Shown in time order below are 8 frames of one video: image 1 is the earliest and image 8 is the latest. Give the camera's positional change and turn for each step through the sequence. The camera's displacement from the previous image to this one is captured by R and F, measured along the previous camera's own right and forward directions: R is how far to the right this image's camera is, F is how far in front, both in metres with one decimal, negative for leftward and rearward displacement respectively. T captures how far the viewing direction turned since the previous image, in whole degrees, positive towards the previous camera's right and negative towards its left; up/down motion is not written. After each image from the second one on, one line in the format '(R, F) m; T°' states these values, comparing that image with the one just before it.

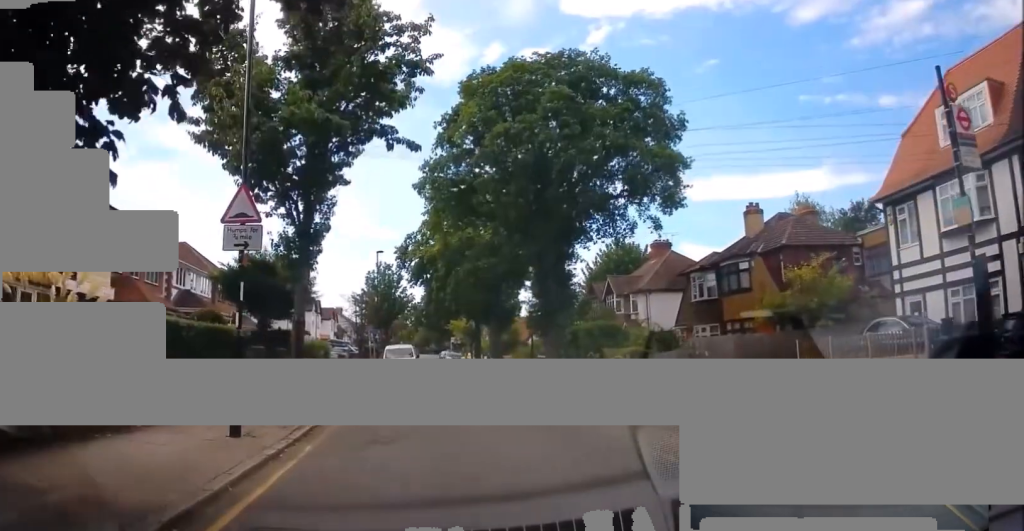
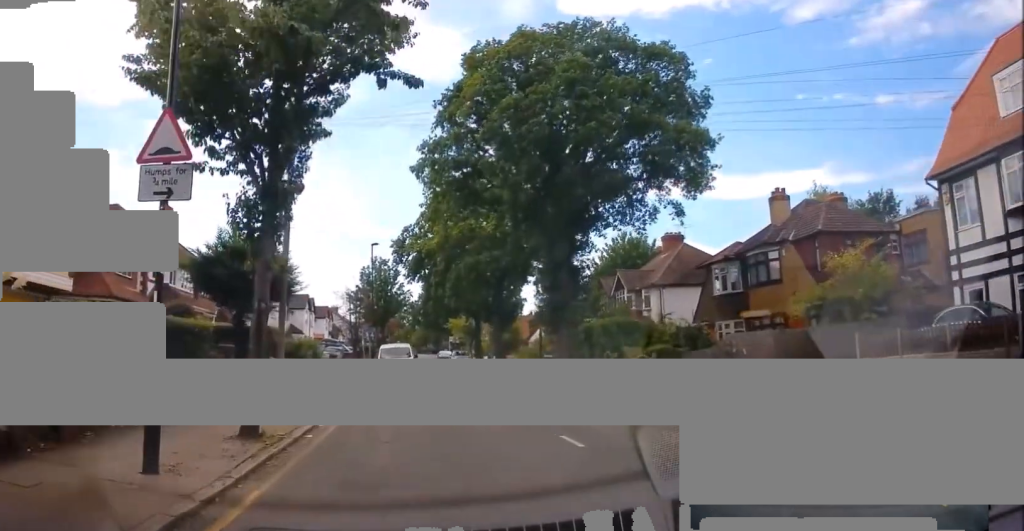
(0.0, +3.0) m; -2°
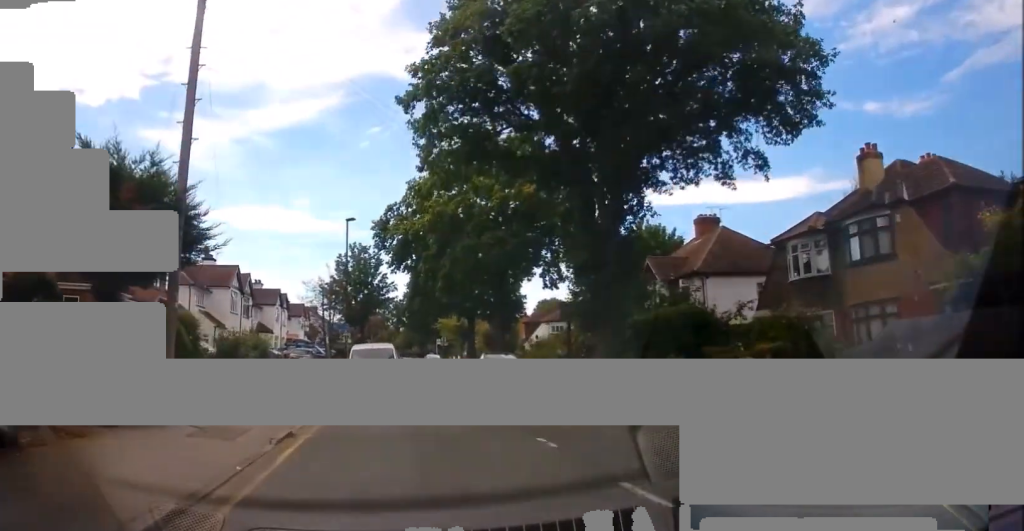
(-0.2, +8.6) m; -3°
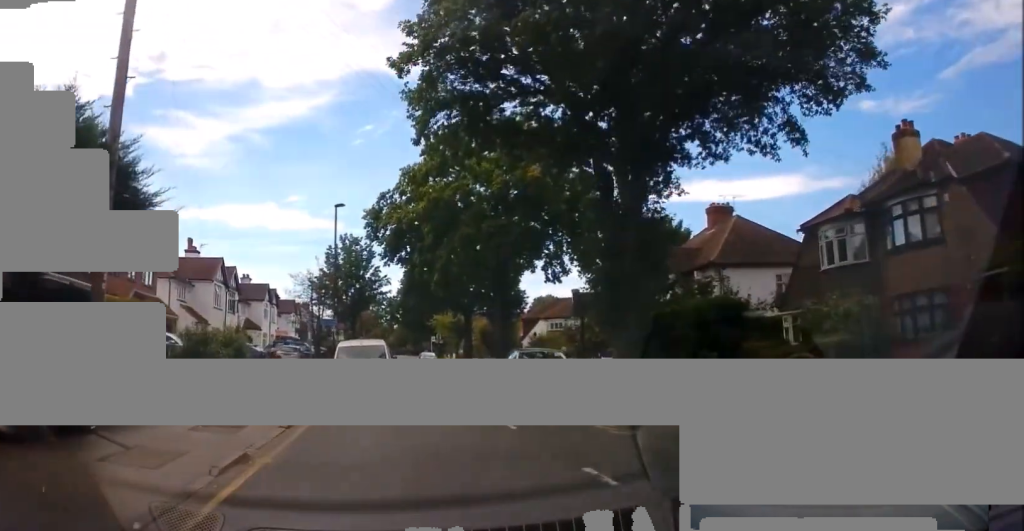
(+0.2, +2.8) m; -2°
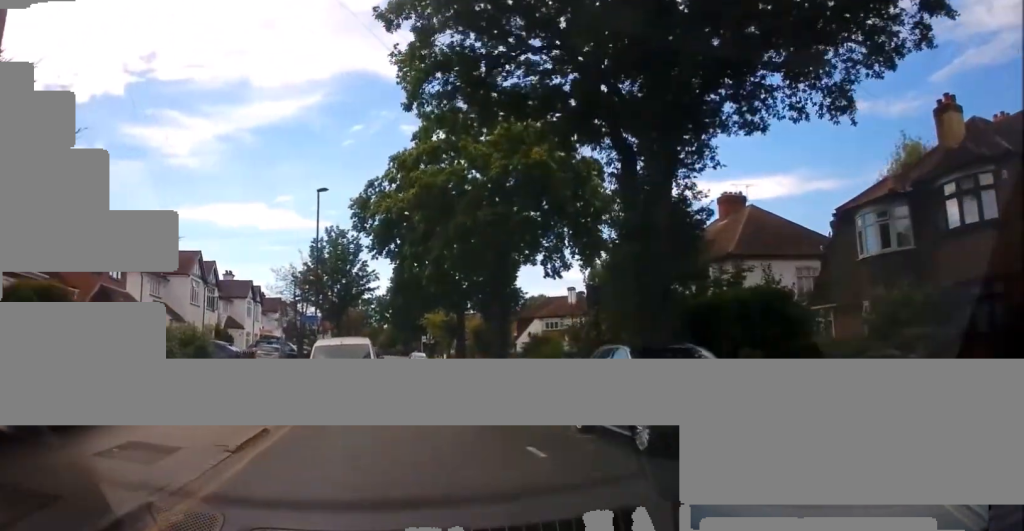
(-0.4, +3.2) m; 0°
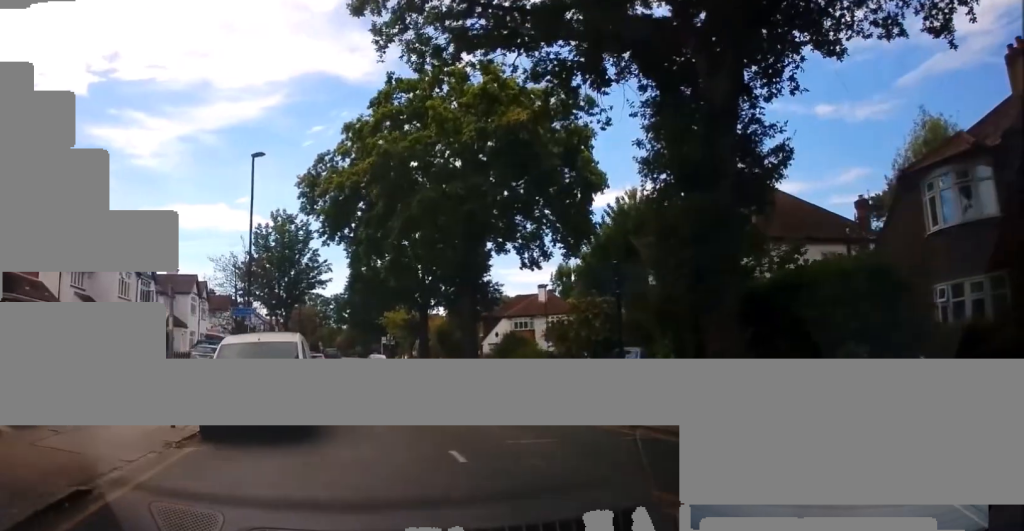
(+0.4, +5.7) m; +10°
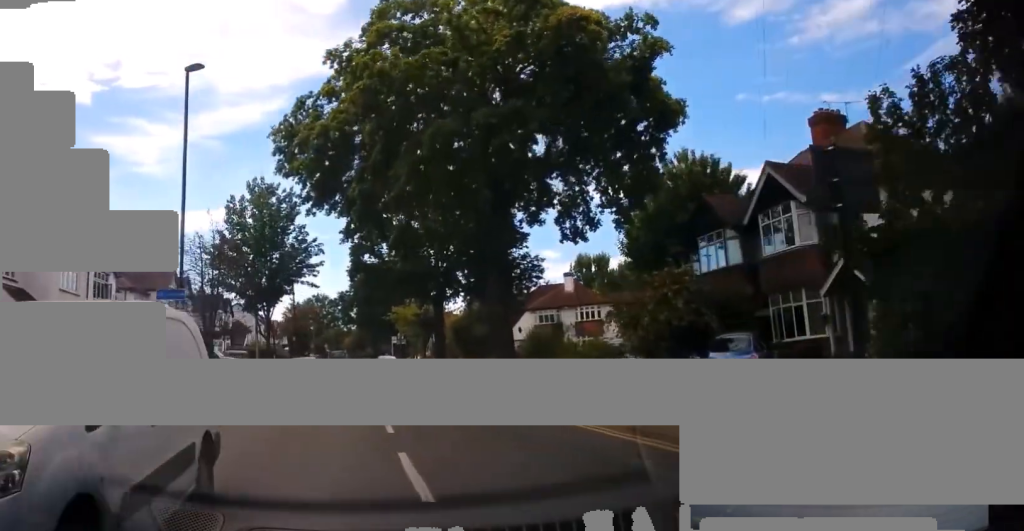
(-0.5, +7.7) m; -7°
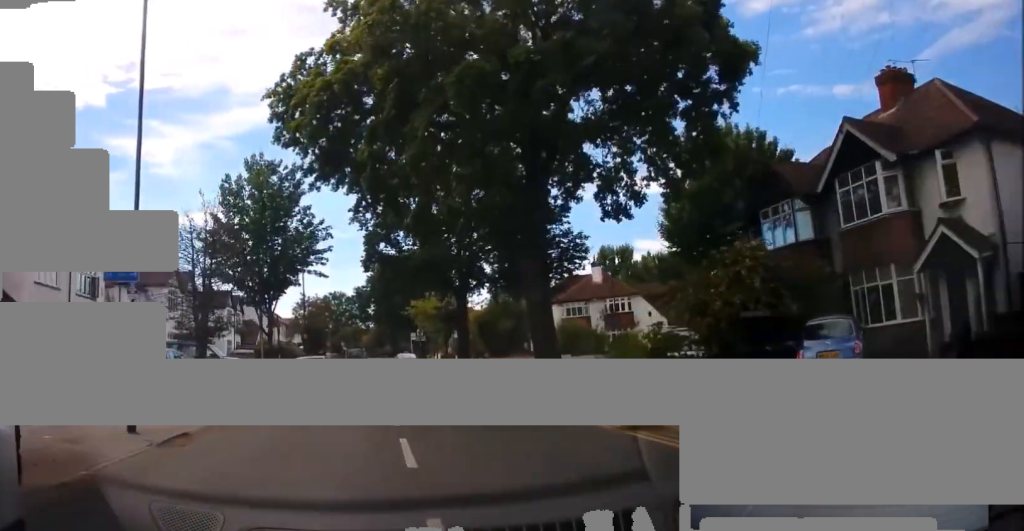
(-0.3, +3.5) m; 0°
